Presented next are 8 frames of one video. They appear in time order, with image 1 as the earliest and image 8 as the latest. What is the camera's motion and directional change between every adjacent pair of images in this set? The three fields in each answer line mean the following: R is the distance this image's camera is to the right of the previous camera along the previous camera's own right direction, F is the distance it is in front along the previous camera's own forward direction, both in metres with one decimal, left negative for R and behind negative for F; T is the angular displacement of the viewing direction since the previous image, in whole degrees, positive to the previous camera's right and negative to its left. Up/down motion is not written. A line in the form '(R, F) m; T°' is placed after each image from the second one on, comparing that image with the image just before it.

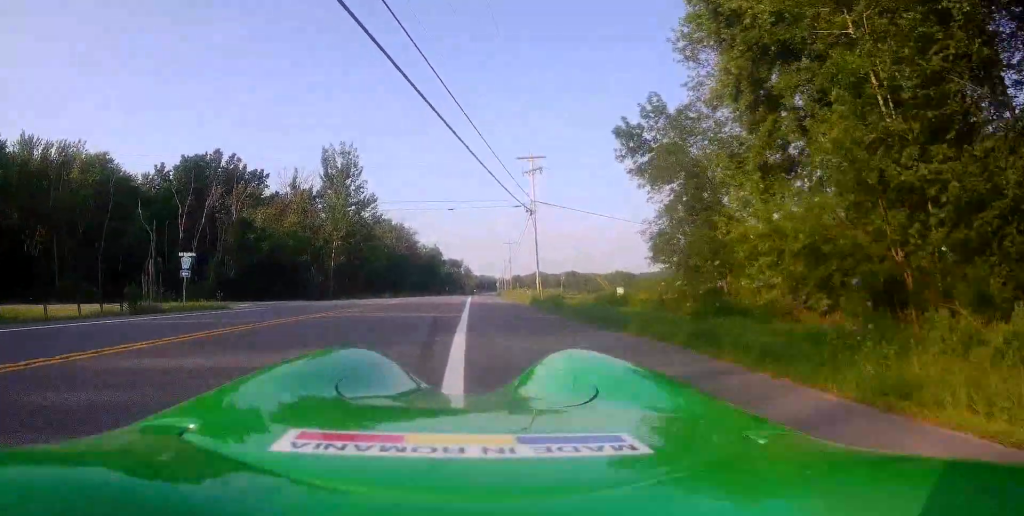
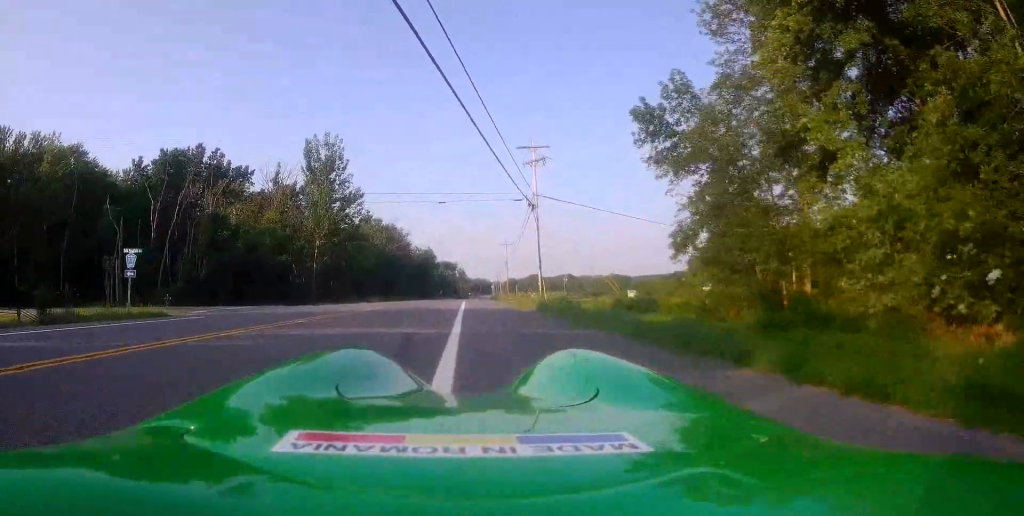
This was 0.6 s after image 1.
(0.0, +5.0) m; +2°
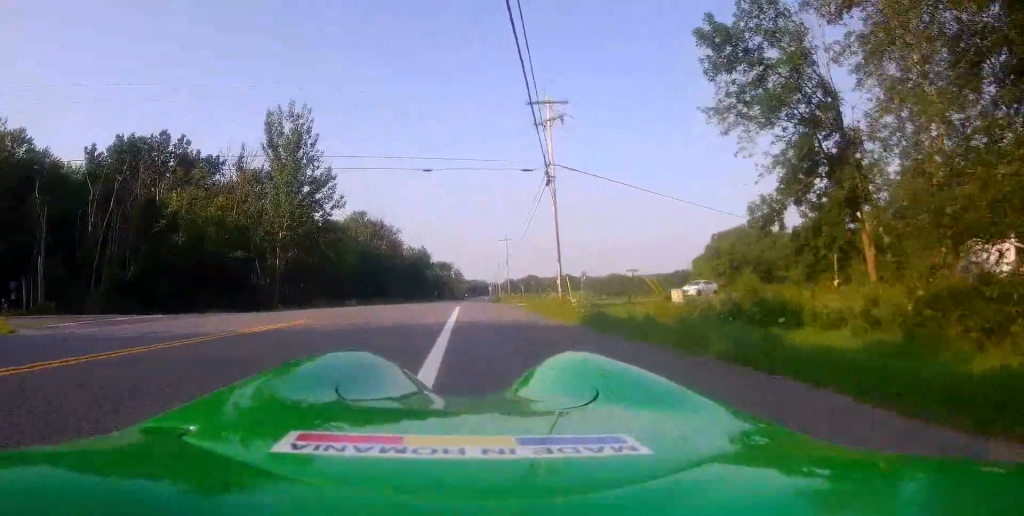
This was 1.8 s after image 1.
(+0.5, +10.7) m; +2°
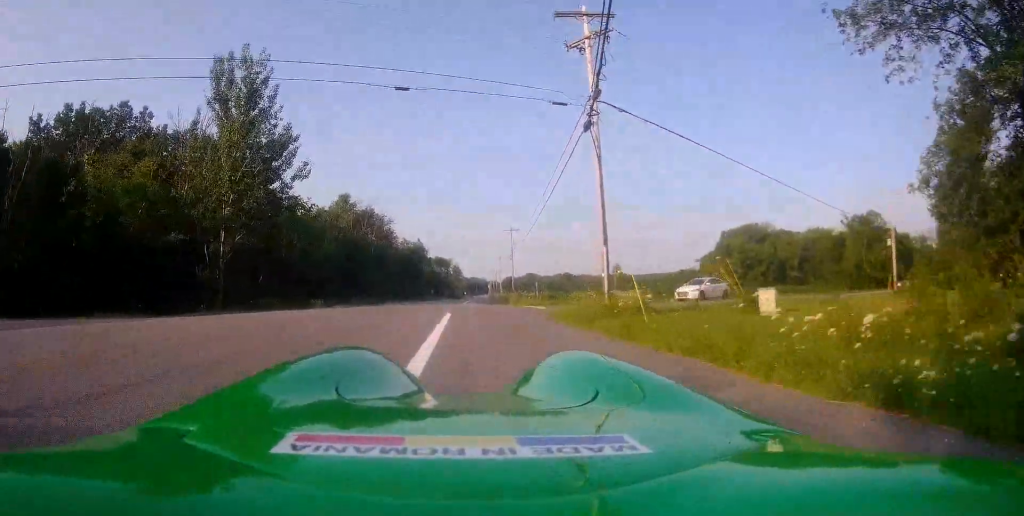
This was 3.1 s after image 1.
(-0.5, +11.0) m; -2°
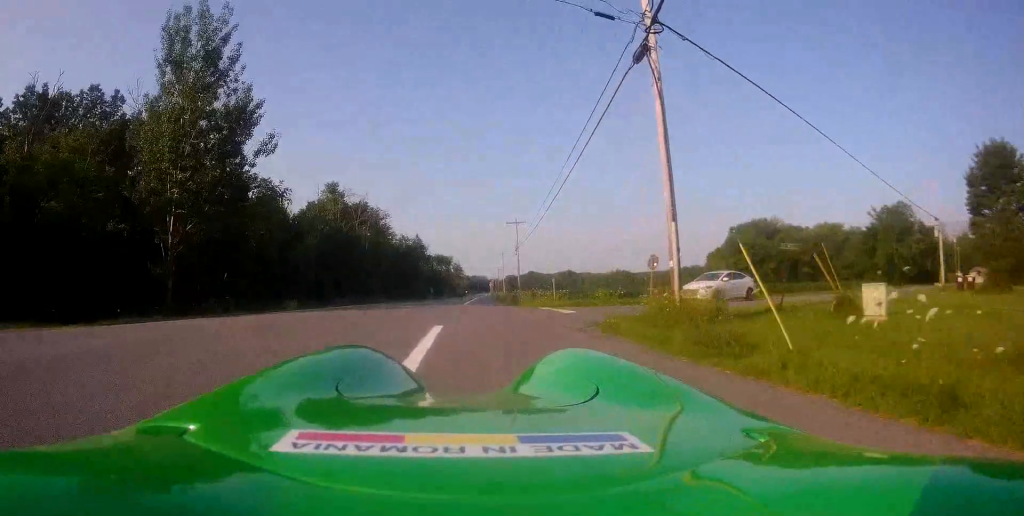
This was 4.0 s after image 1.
(+0.1, +7.0) m; +2°
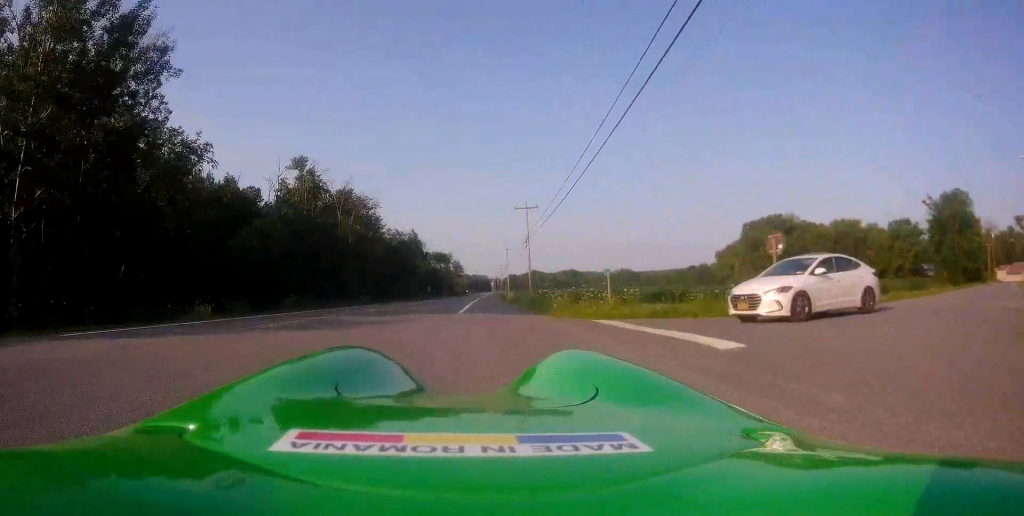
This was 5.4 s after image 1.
(+0.3, +12.4) m; 0°
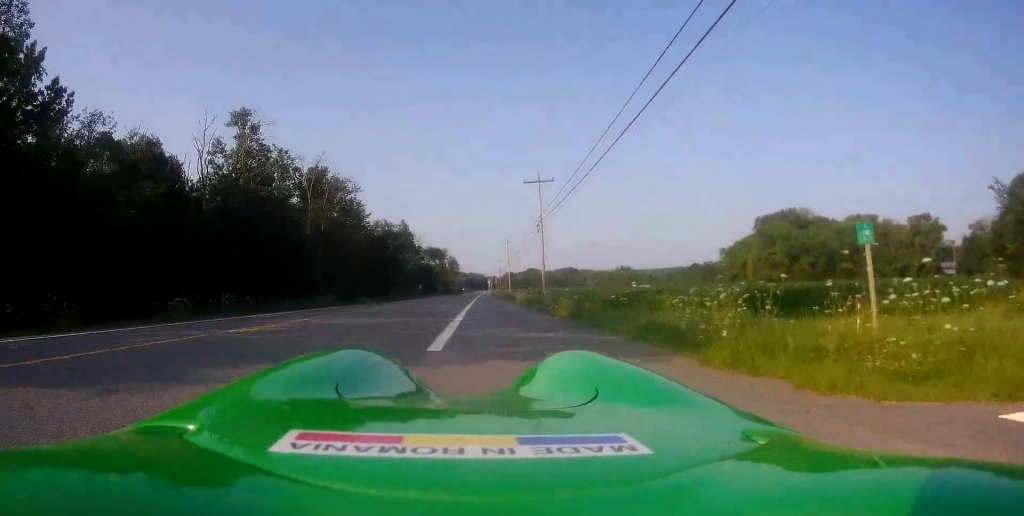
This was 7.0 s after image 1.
(-0.4, +13.5) m; -3°
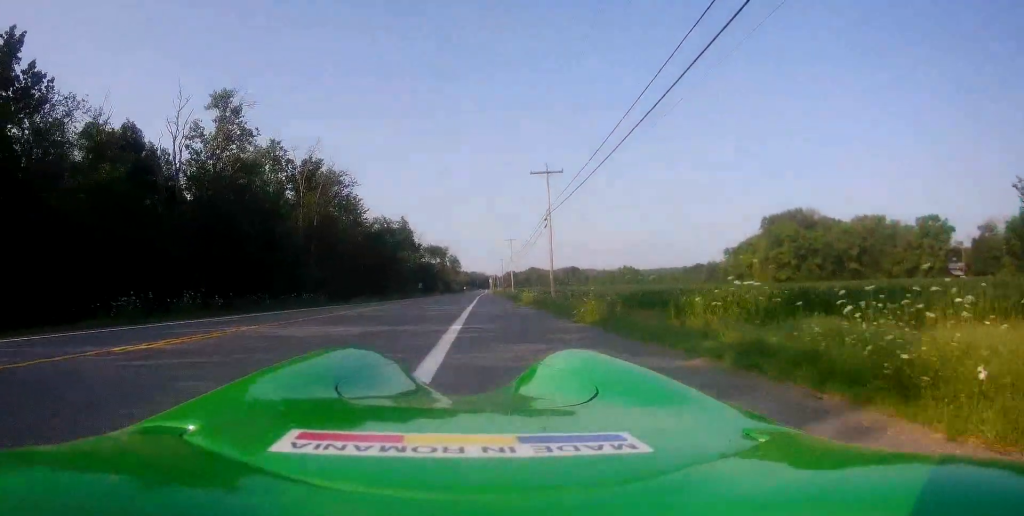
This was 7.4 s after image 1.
(-0.1, +3.6) m; 0°
